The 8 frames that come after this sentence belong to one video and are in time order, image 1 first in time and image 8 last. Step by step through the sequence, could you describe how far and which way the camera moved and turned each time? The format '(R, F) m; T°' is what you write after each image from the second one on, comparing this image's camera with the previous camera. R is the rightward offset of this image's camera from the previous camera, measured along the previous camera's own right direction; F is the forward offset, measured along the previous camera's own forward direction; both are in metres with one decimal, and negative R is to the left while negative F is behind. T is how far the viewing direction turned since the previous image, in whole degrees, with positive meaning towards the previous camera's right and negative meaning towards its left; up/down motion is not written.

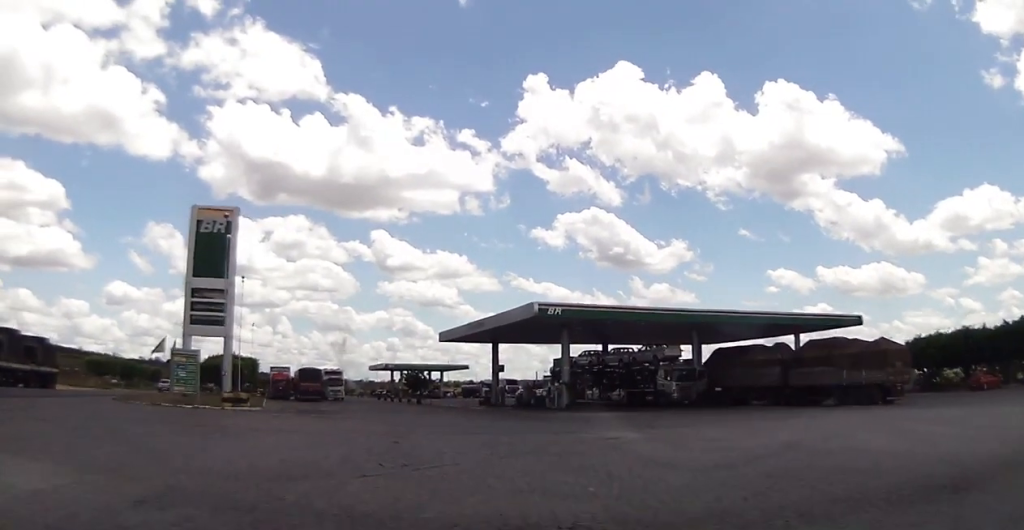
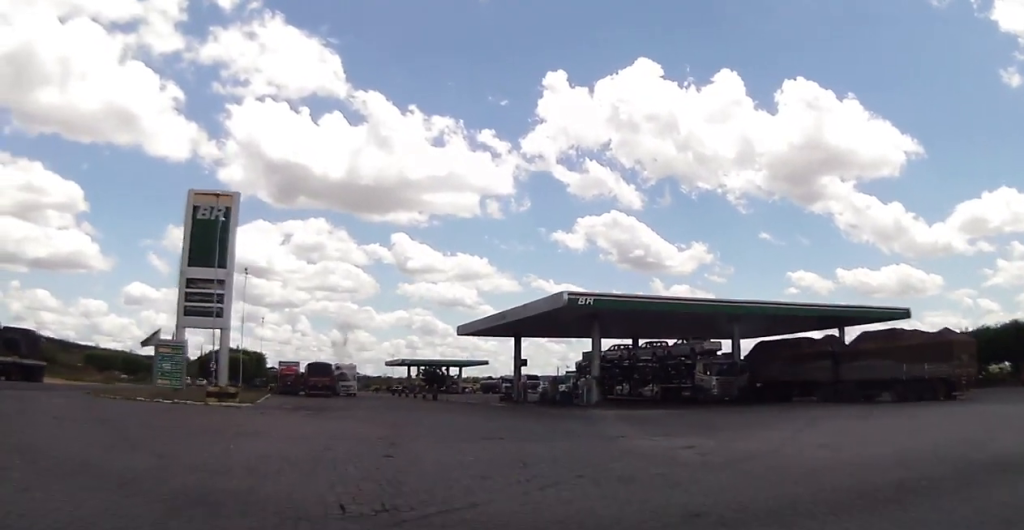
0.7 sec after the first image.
(-0.2, +4.0) m; -3°
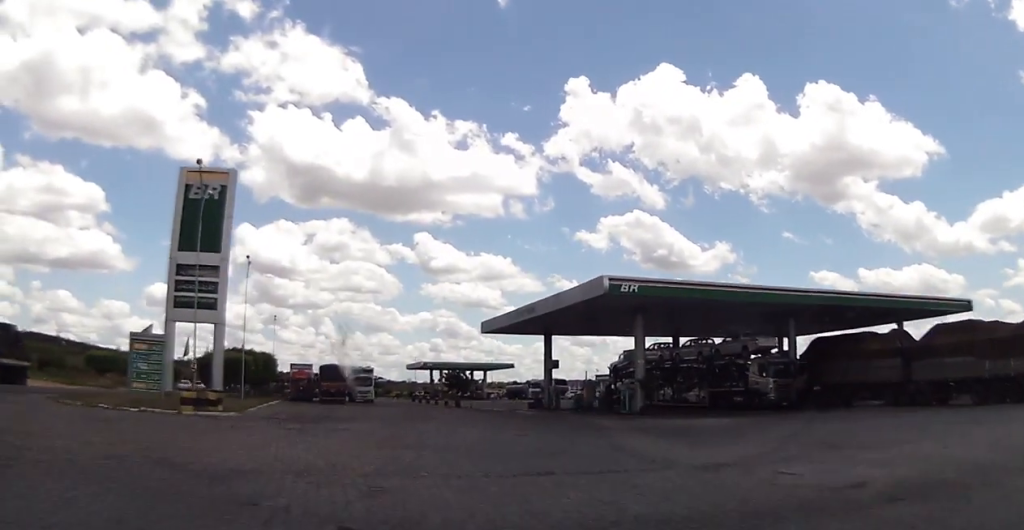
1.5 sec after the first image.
(-0.2, +4.5) m; -3°
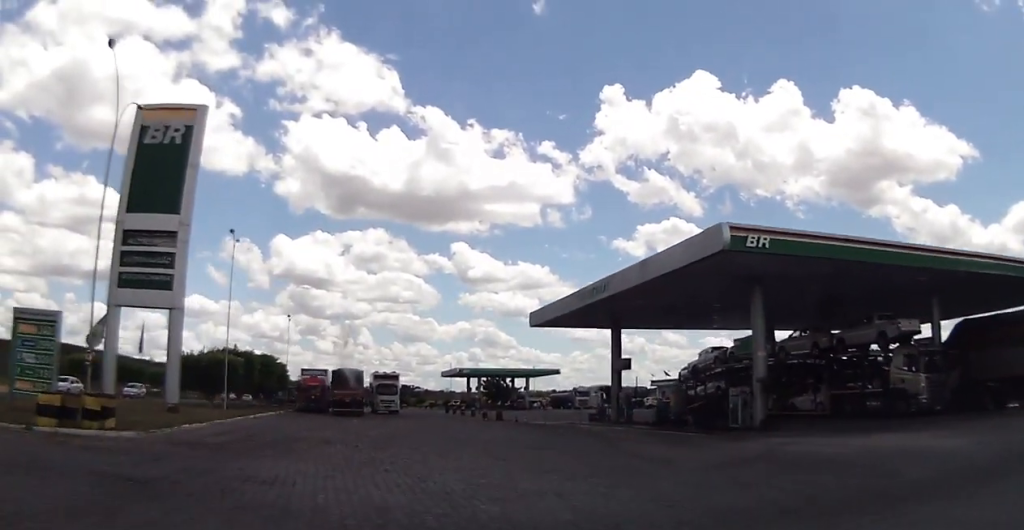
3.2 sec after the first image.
(-0.2, +10.8) m; -1°
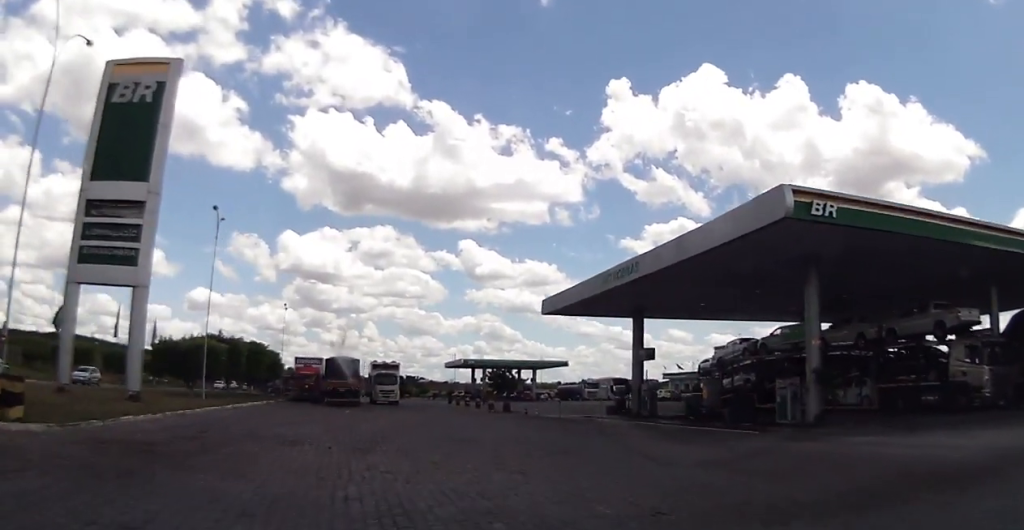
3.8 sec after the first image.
(0.0, +4.4) m; 0°
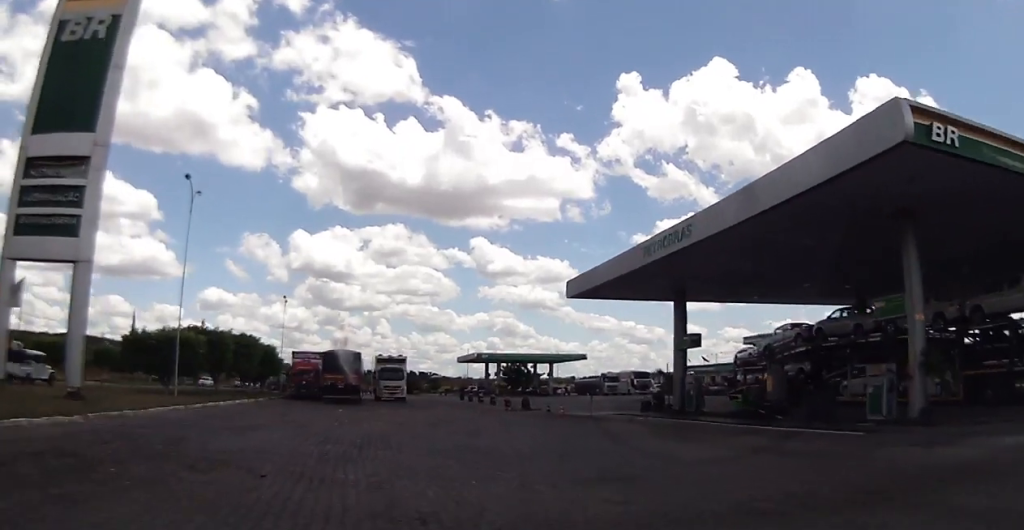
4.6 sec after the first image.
(0.0, +5.8) m; -1°
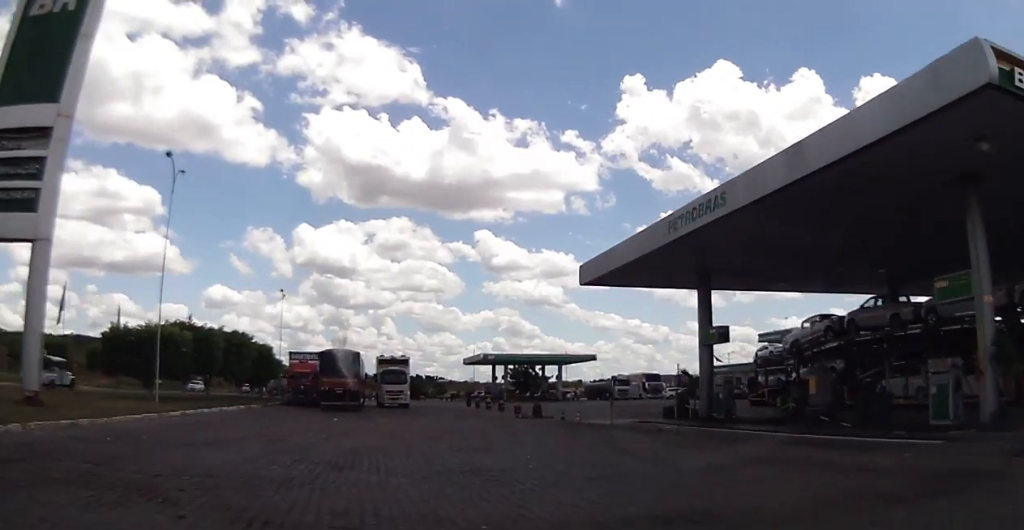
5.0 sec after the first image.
(+0.1, +3.1) m; -1°
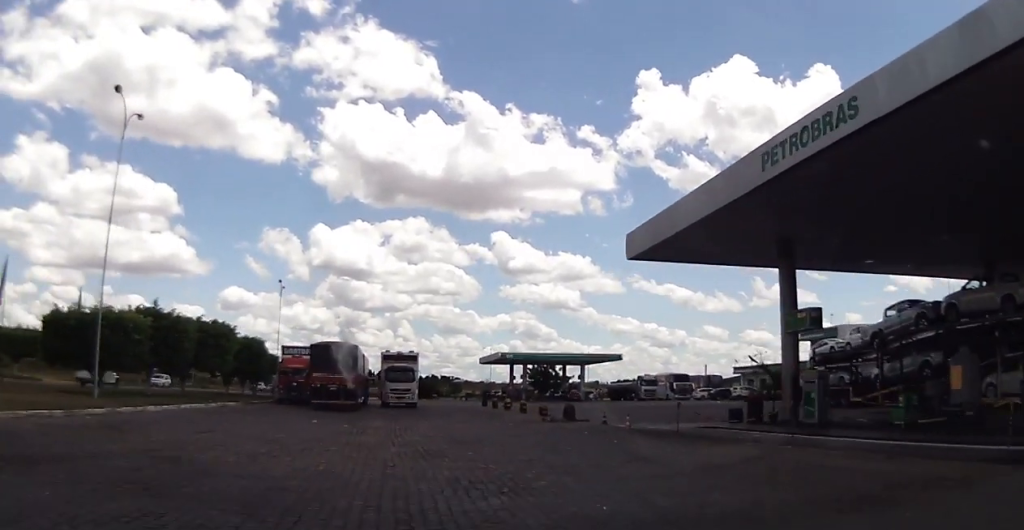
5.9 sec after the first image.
(-0.2, +6.6) m; -4°
